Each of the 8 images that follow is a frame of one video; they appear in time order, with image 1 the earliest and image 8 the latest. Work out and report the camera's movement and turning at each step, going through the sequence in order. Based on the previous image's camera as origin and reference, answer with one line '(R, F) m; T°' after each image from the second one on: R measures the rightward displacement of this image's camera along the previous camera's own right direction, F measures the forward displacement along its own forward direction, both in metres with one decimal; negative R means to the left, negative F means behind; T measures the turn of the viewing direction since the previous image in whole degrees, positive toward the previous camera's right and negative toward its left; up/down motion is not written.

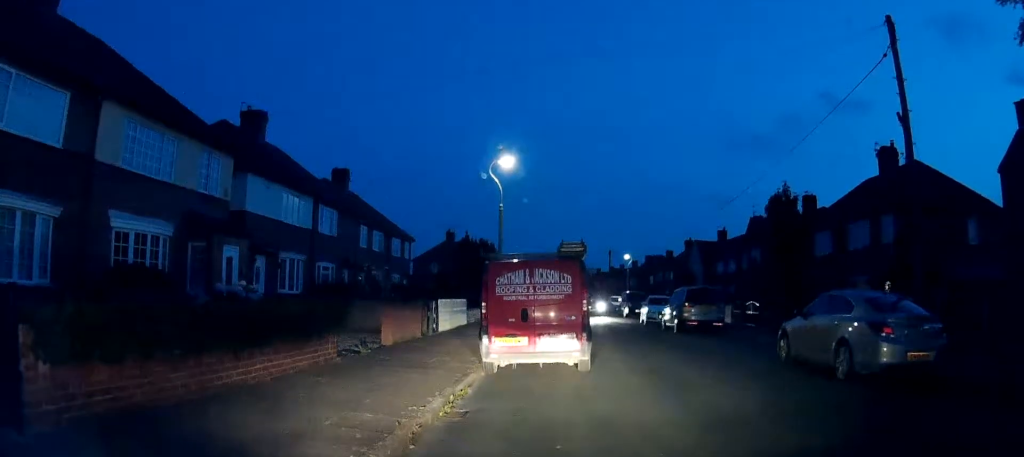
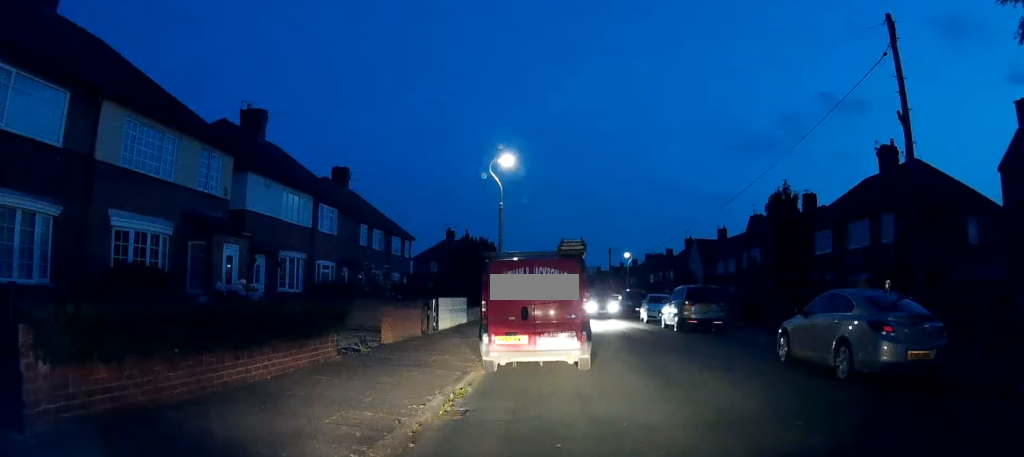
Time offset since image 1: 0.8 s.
(-0.2, +0.1) m; 0°
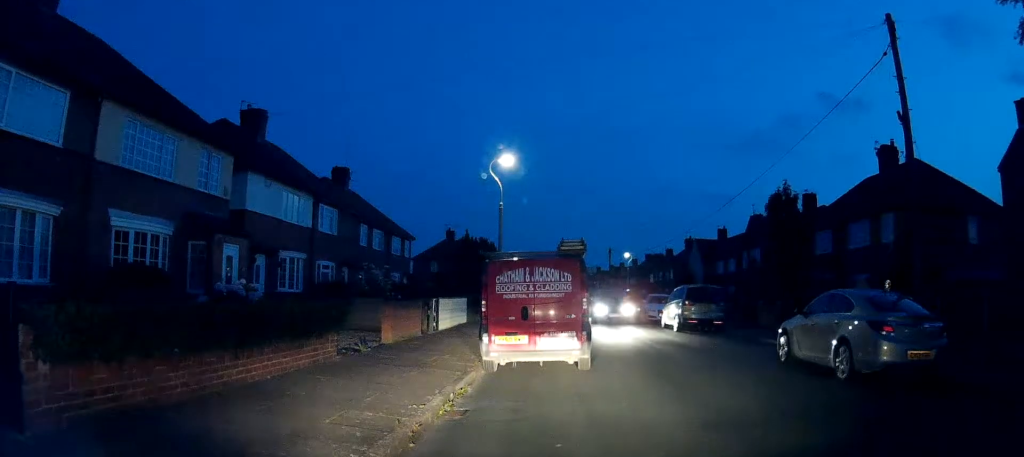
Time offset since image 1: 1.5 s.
(0.0, 0.0) m; 0°
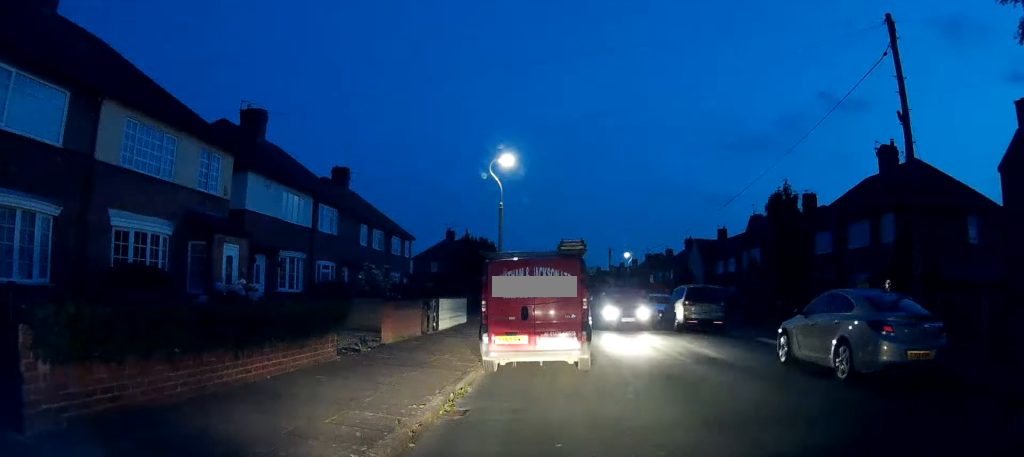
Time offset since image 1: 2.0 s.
(0.0, 0.0) m; 0°
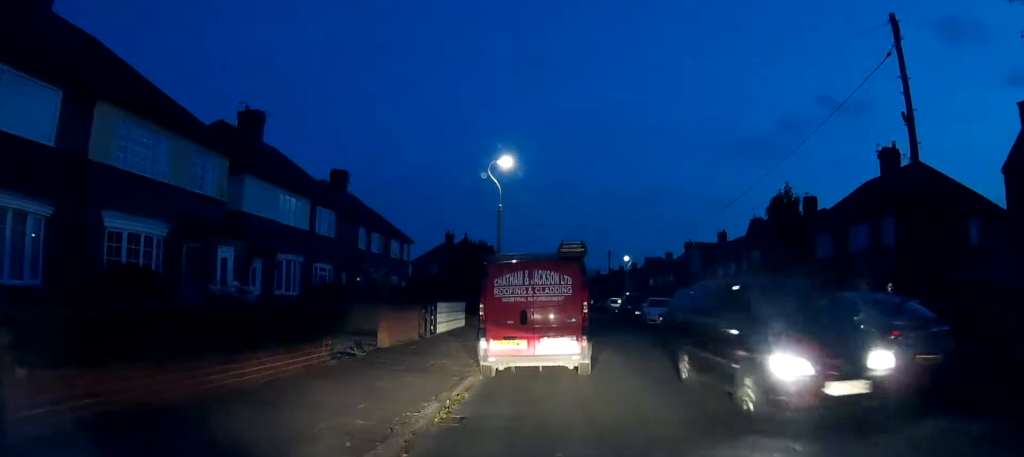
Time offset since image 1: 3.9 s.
(-0.1, +0.5) m; 0°
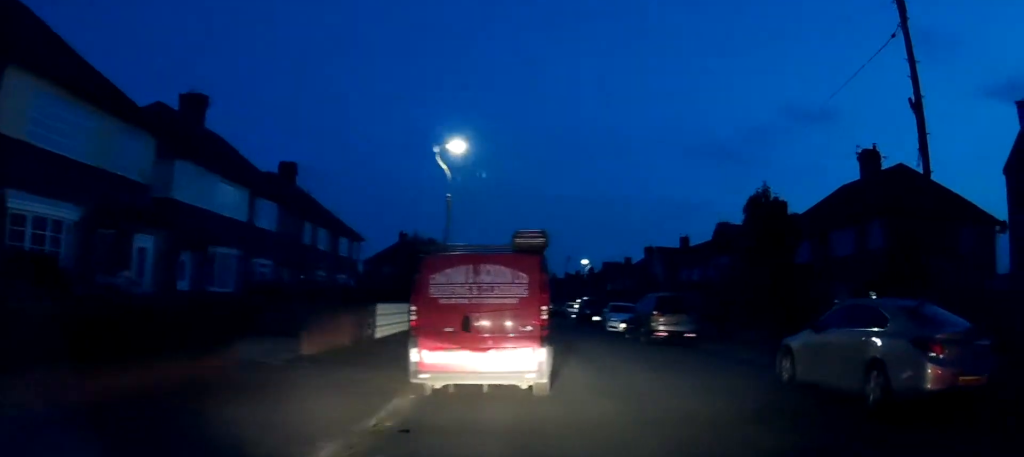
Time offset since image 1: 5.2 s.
(+0.3, +1.0) m; +9°
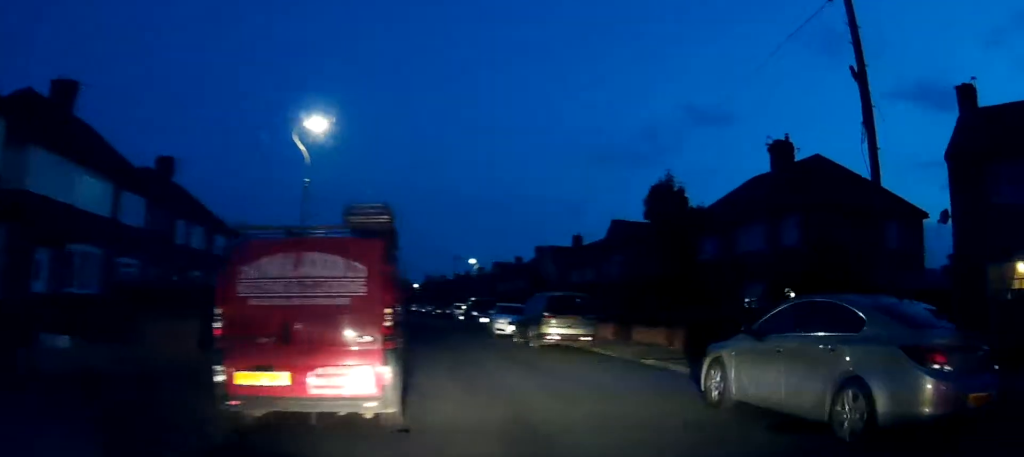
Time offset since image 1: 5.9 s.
(+0.2, +1.6) m; +7°
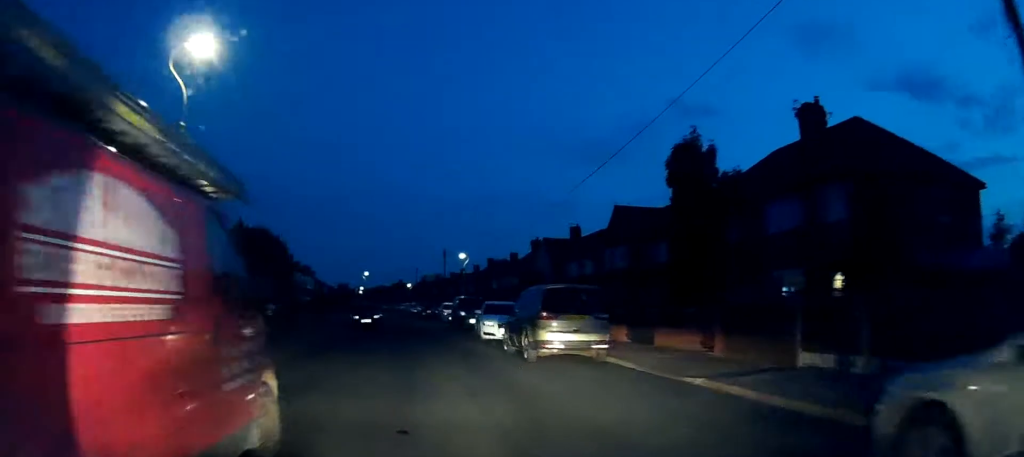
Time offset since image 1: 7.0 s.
(+0.1, +4.5) m; +5°
